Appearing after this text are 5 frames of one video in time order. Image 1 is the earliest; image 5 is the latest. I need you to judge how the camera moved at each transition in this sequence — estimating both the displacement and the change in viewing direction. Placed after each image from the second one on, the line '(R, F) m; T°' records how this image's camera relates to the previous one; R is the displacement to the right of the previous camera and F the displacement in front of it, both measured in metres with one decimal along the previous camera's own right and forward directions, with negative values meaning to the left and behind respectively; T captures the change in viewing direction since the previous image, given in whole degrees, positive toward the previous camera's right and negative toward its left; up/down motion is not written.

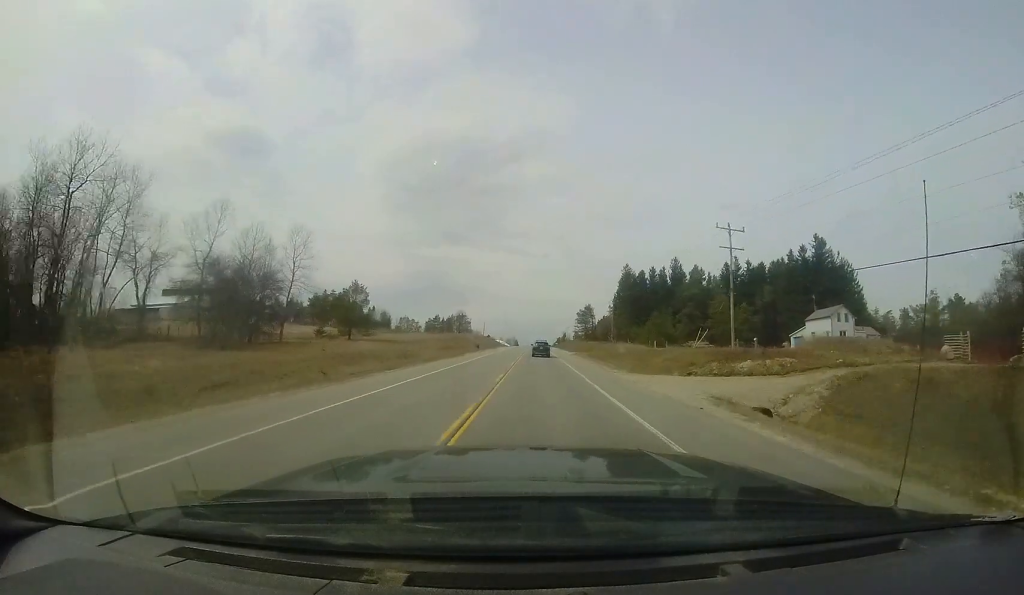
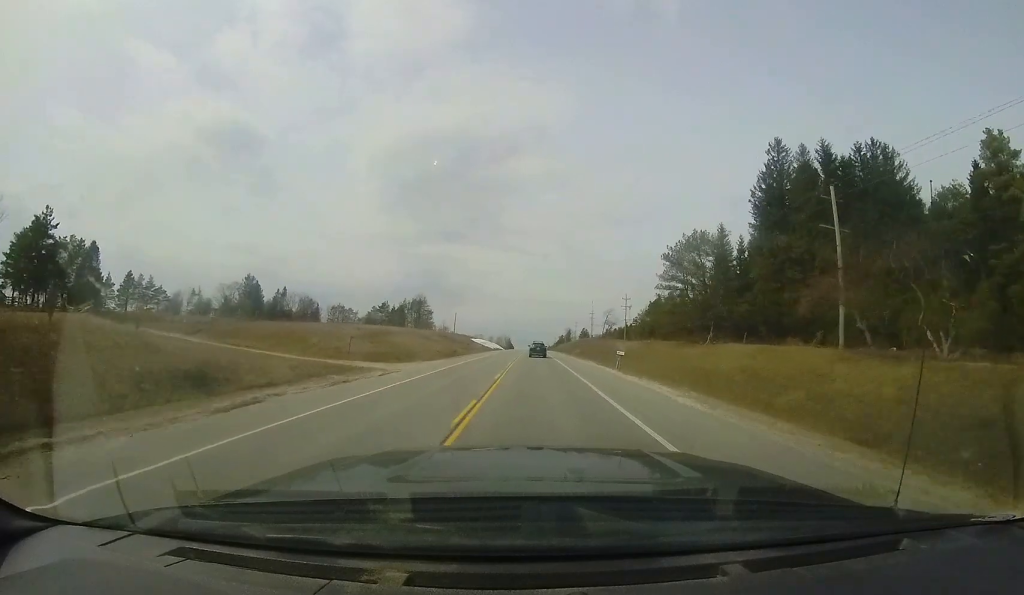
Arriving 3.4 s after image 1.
(-0.3, +78.5) m; -1°
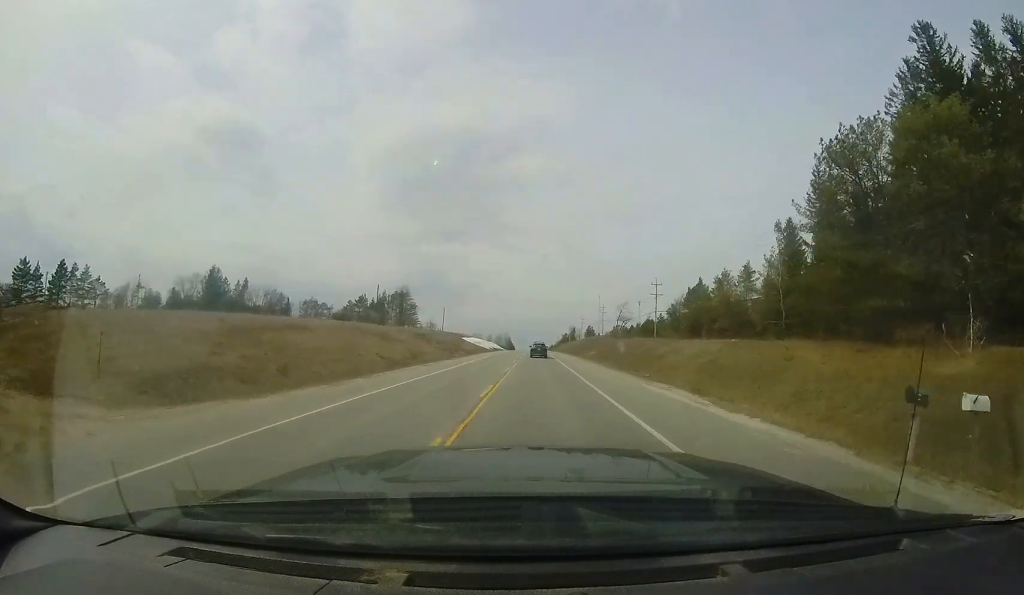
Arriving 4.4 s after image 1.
(-0.4, +22.3) m; 0°
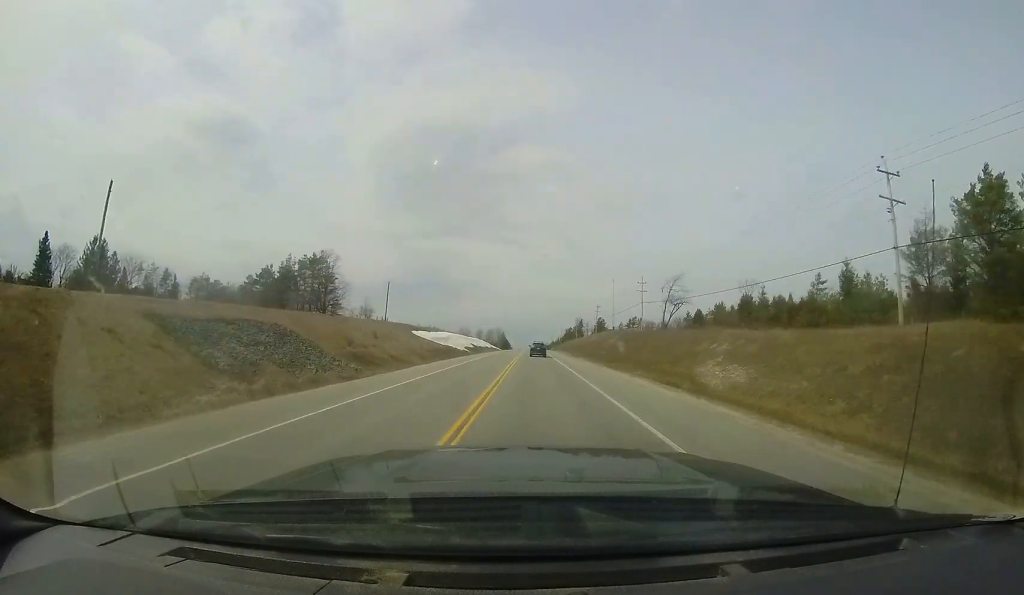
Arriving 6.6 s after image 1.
(+0.2, +50.9) m; 0°
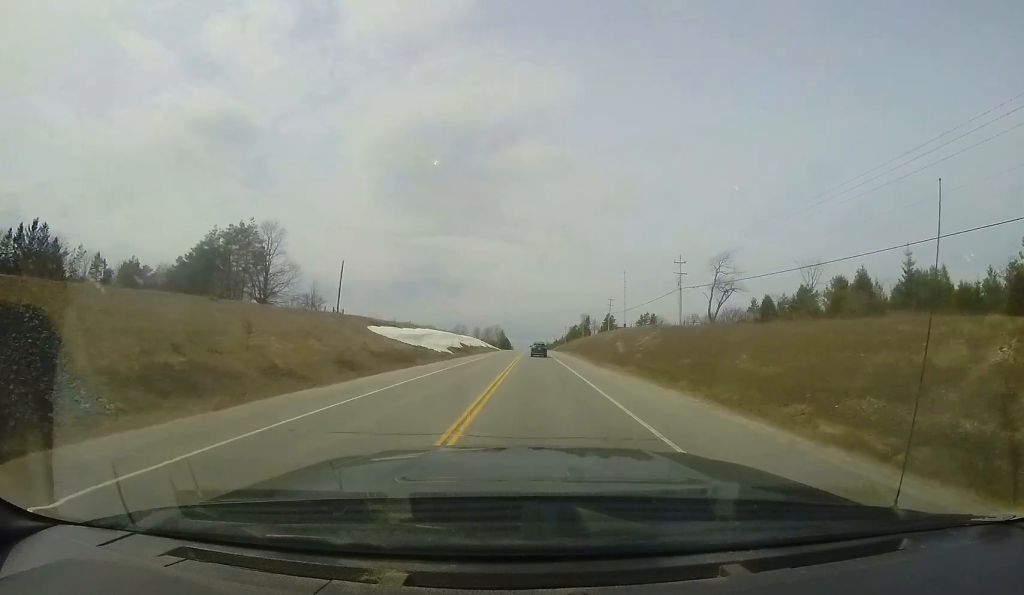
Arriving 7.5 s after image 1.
(0.0, +21.6) m; +1°
